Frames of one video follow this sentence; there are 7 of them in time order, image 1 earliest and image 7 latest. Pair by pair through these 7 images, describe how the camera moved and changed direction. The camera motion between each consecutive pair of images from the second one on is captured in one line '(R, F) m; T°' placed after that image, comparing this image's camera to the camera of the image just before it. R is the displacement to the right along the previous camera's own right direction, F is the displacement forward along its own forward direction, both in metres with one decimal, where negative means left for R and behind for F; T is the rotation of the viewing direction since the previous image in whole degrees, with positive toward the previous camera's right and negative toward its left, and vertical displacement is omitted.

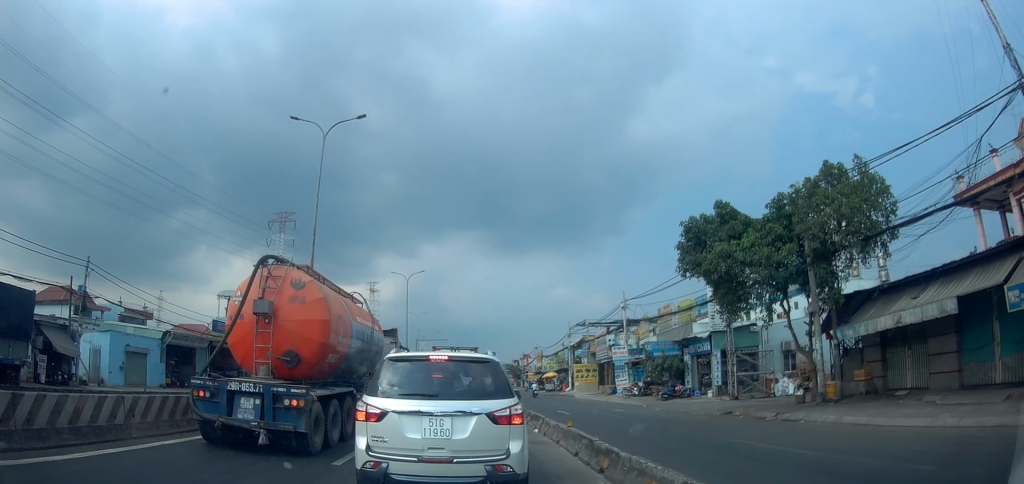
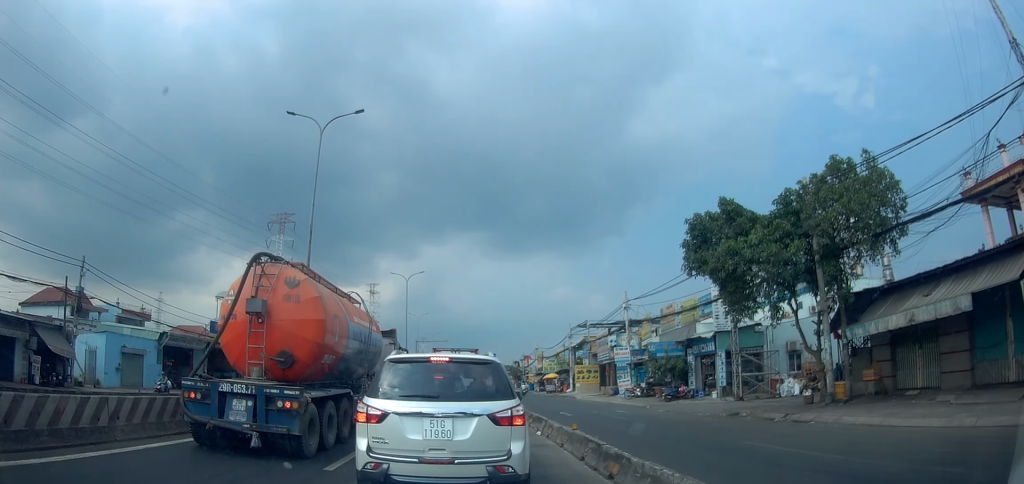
(0.0, +0.4) m; 0°
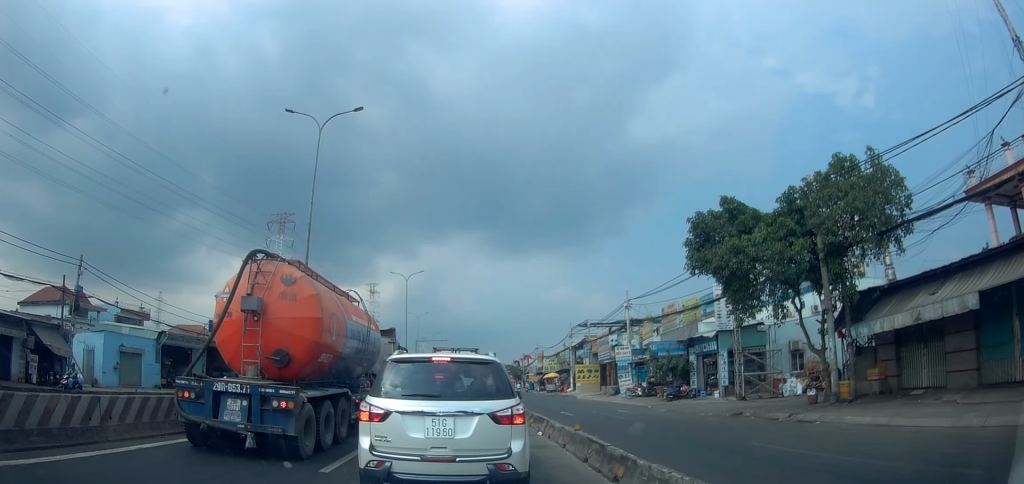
(0.0, +0.2) m; 0°
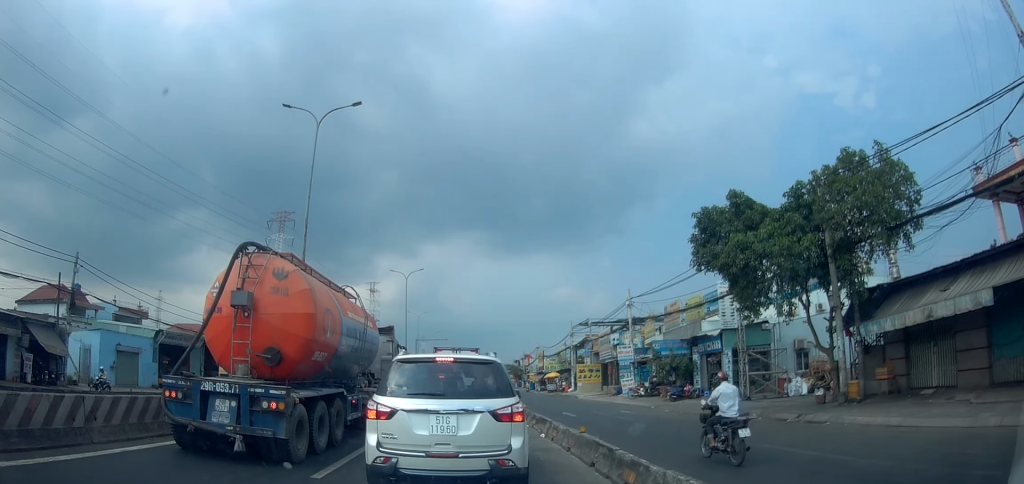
(0.0, +0.4) m; 0°
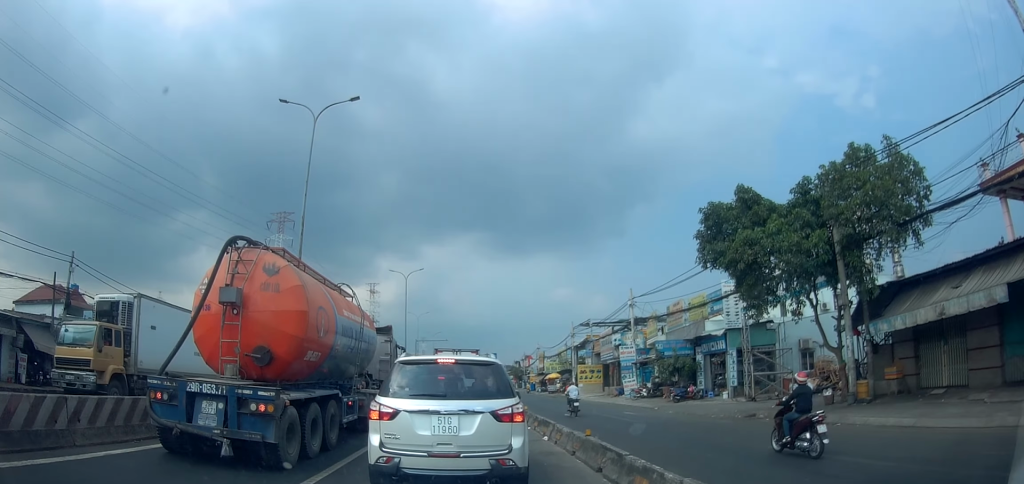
(0.0, +0.5) m; 0°
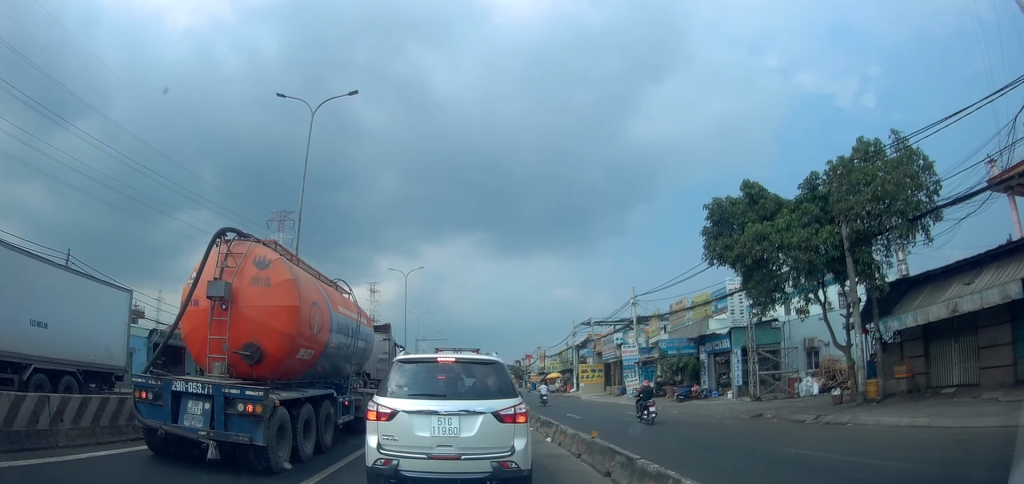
(0.0, +0.4) m; 0°
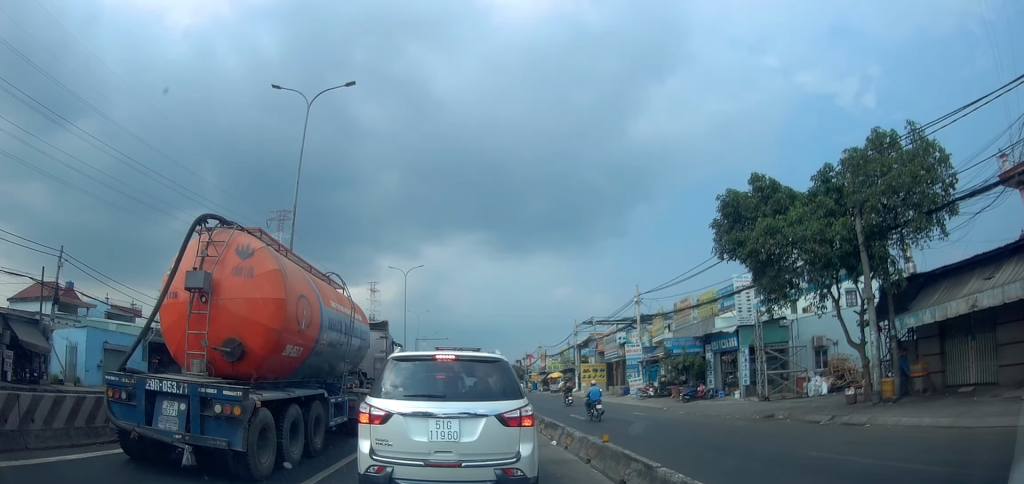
(0.0, +0.7) m; 0°
